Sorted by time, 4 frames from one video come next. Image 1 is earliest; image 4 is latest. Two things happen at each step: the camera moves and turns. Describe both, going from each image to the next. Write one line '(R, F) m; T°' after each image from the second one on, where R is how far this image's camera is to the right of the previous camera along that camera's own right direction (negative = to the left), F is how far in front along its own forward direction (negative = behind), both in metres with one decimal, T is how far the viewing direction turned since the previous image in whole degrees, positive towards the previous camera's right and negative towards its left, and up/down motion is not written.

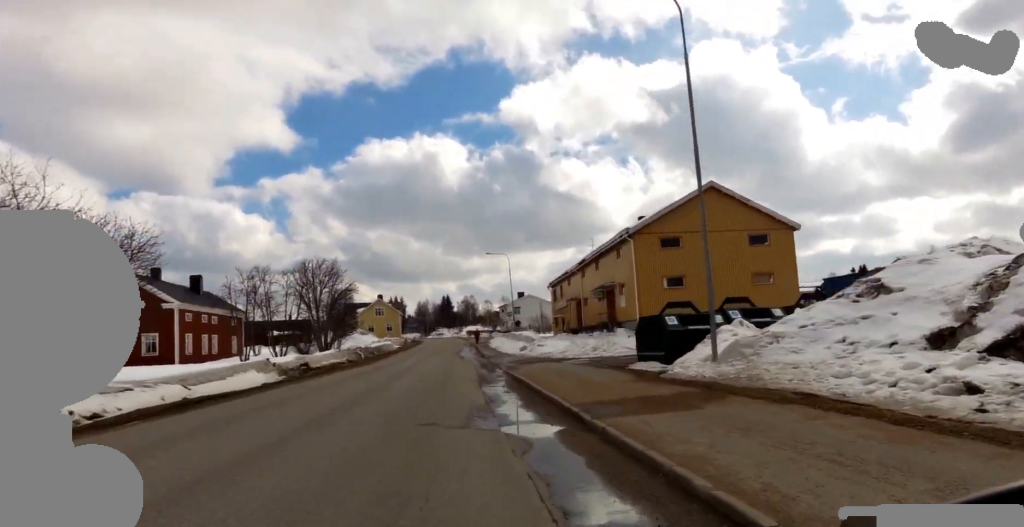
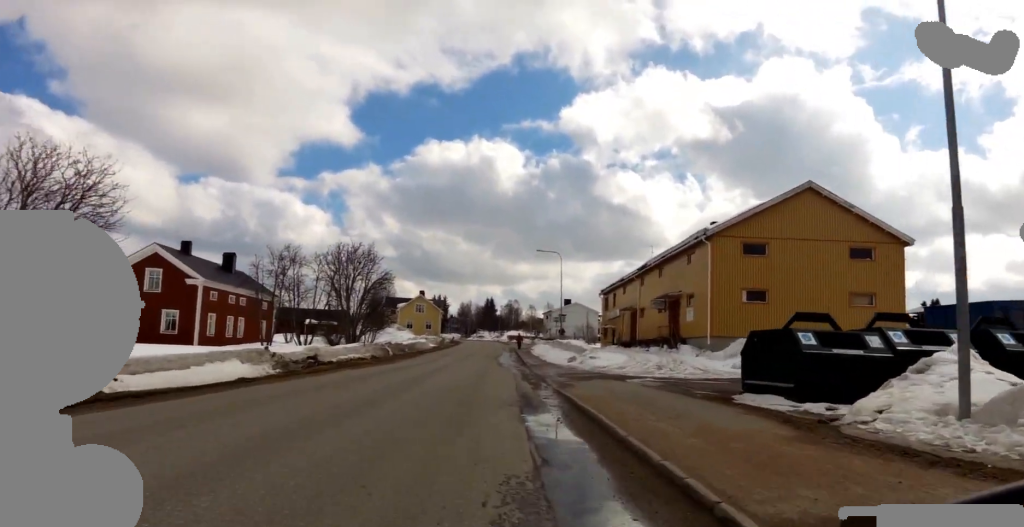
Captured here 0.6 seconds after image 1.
(-0.5, +5.3) m; -1°
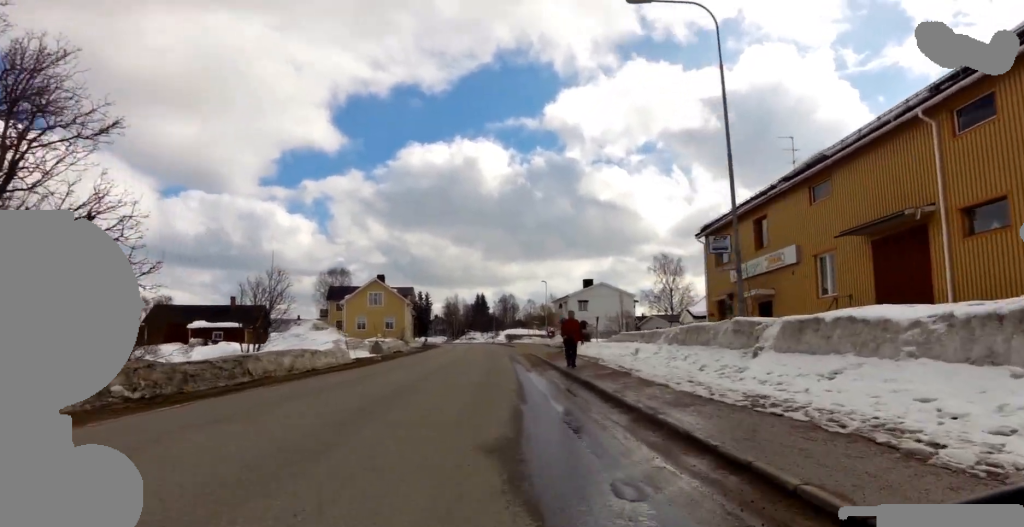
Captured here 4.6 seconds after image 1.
(+5.9, +37.5) m; +5°
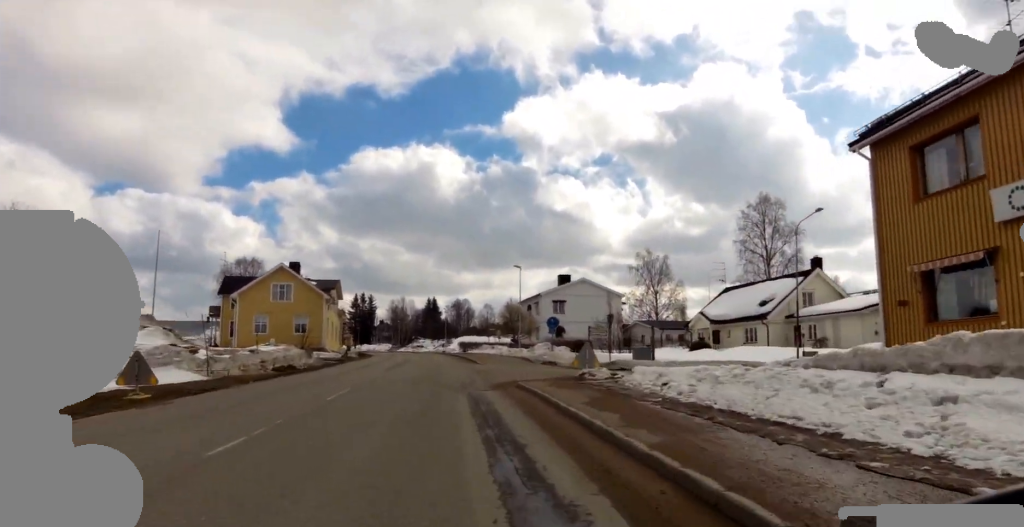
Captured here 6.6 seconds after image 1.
(+0.6, +18.5) m; +2°
